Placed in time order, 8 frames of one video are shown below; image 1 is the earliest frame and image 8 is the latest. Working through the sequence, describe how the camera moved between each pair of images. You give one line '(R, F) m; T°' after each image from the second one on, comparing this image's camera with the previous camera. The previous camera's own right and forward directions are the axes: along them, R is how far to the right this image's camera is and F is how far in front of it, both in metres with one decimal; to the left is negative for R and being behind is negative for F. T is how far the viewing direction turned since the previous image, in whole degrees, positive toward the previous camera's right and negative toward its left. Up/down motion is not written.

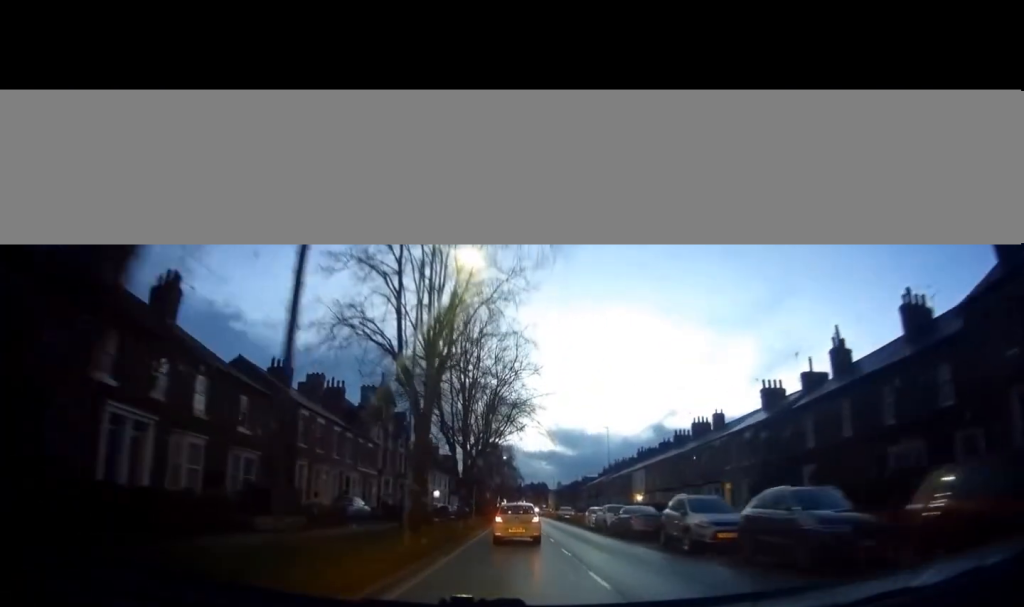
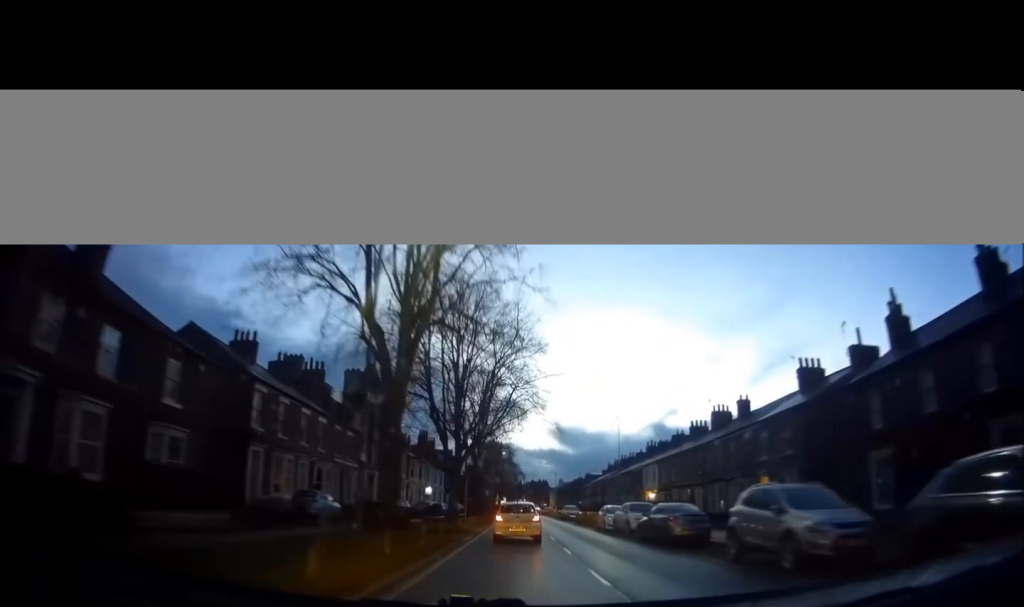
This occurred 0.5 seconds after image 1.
(0.0, +5.7) m; 0°
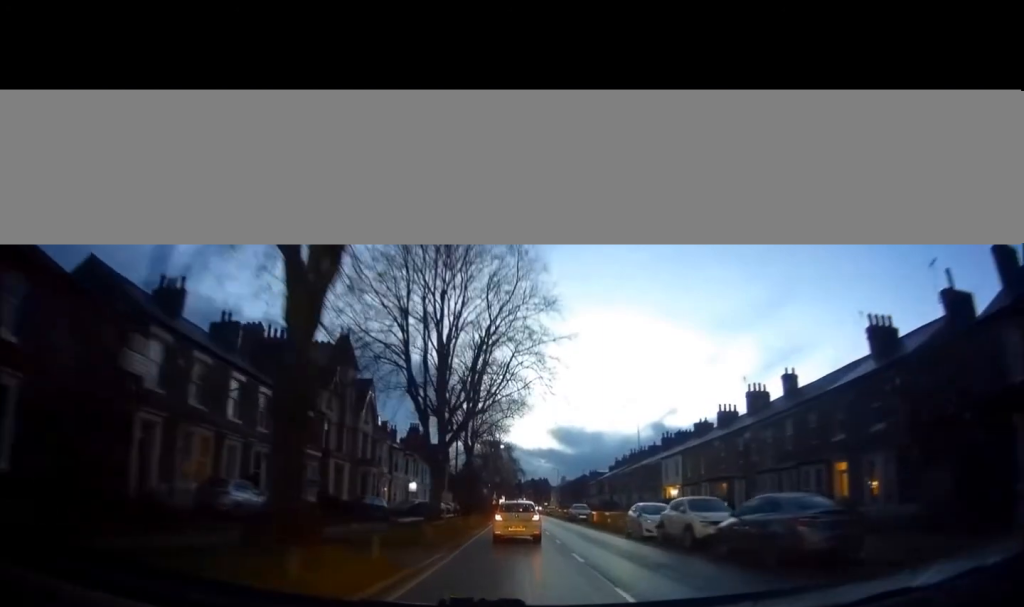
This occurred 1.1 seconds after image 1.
(0.0, +7.9) m; 0°
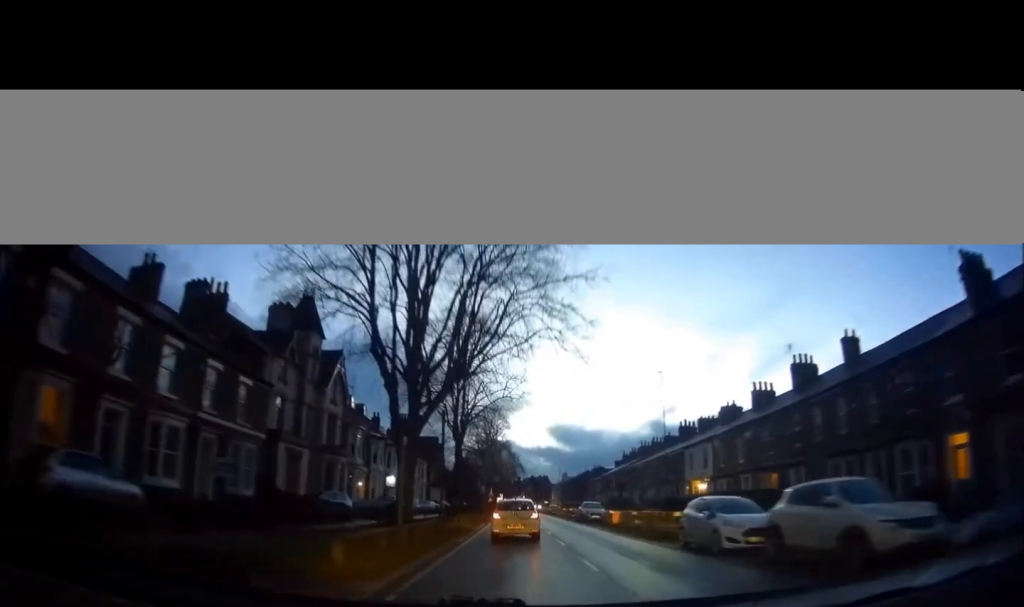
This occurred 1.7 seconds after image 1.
(0.0, +8.0) m; 0°
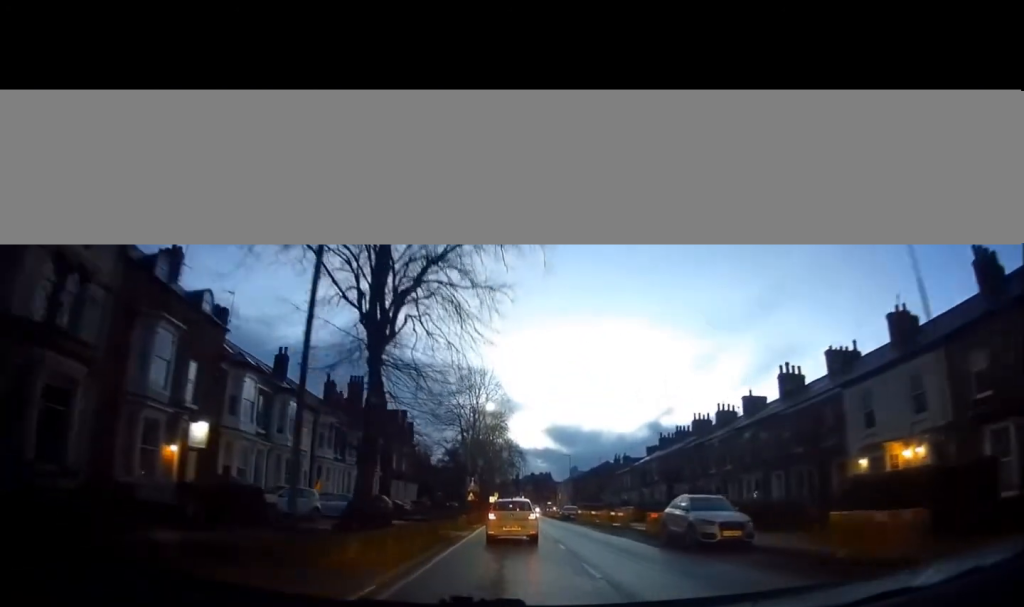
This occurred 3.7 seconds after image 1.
(-0.2, +24.8) m; -1°
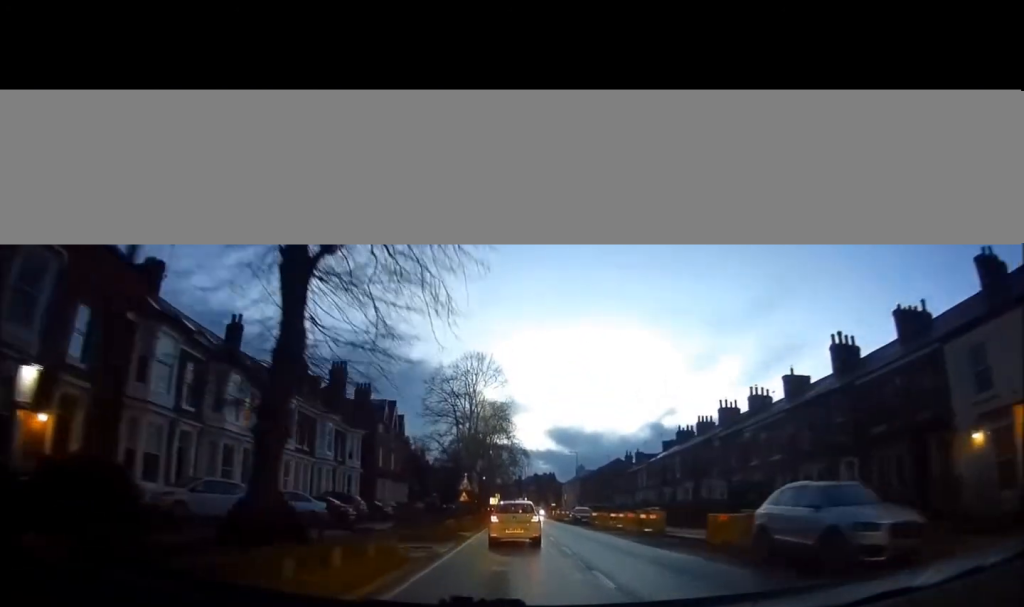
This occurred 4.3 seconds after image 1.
(-0.1, +7.0) m; +1°
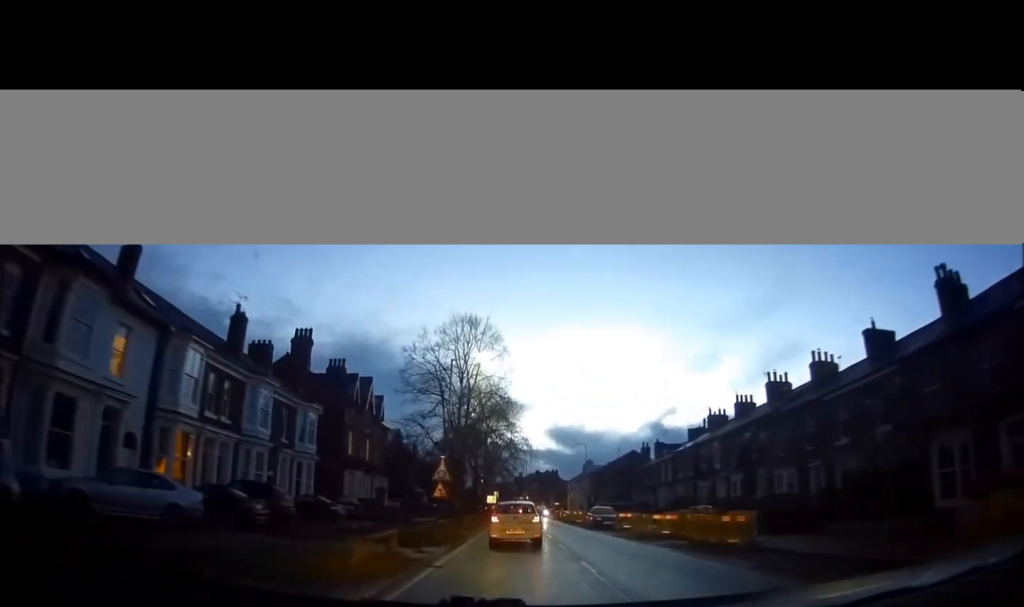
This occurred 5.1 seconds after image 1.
(+0.2, +10.0) m; 0°
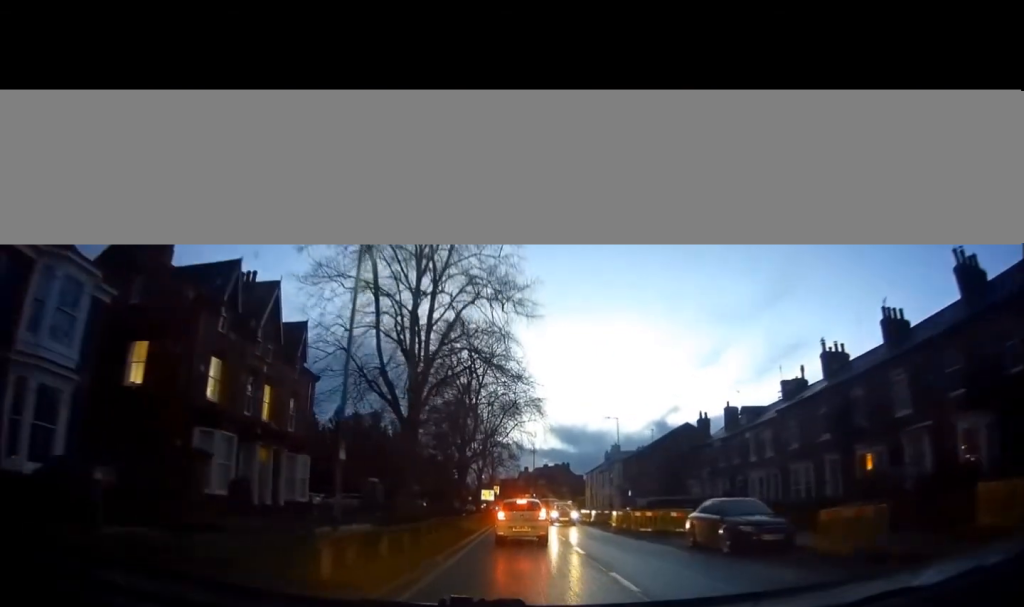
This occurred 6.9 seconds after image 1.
(-0.4, +20.6) m; 0°
